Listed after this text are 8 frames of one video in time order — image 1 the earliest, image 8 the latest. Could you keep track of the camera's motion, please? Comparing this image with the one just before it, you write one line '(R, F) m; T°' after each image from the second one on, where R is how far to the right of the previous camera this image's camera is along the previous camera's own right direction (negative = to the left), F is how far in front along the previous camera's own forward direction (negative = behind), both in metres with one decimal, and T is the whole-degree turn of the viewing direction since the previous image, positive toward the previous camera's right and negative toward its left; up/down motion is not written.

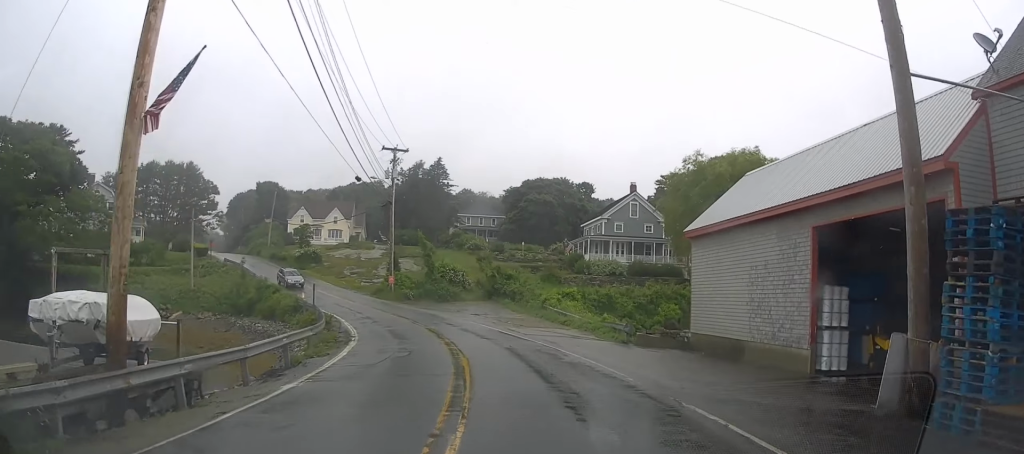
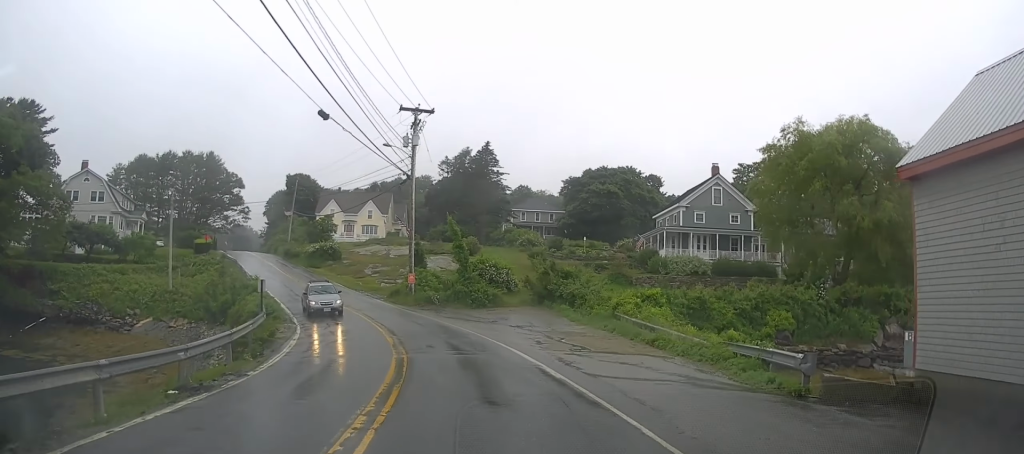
(-0.3, +14.2) m; -6°
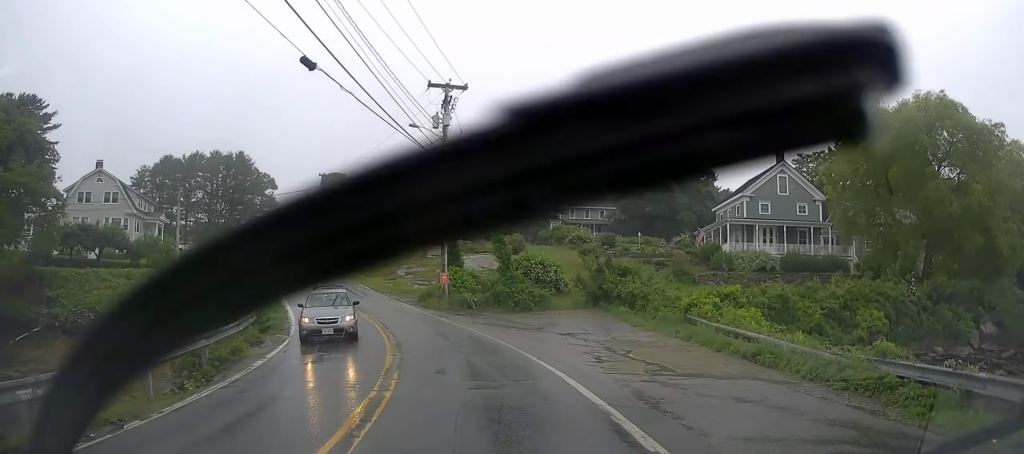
(-0.1, +6.0) m; -4°
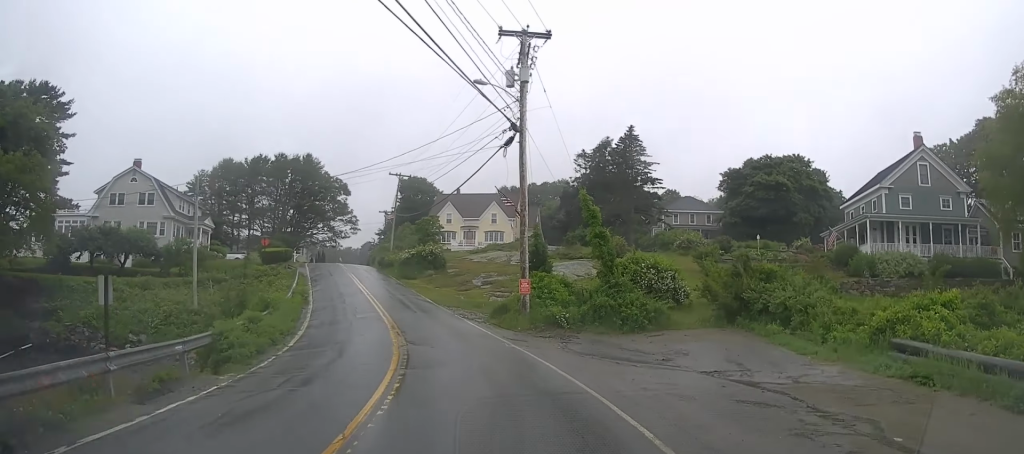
(-0.8, +9.9) m; -8°
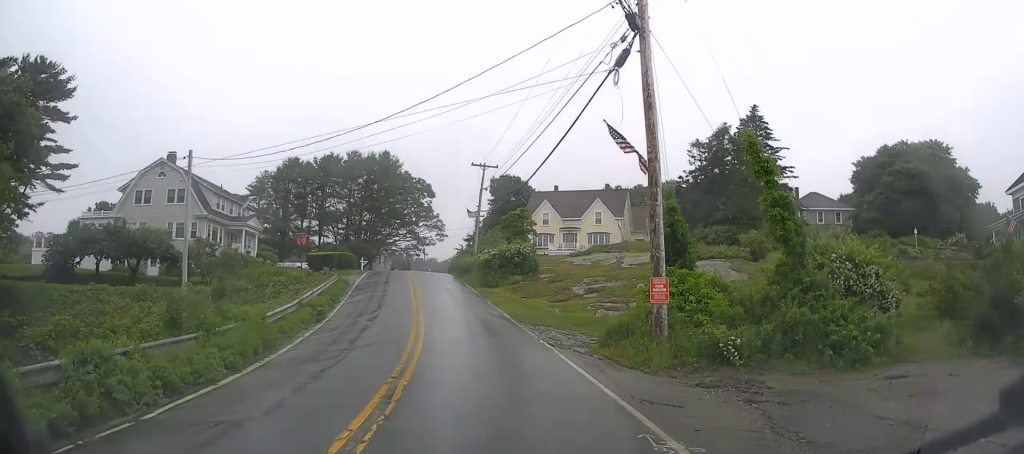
(-0.8, +11.8) m; -10°
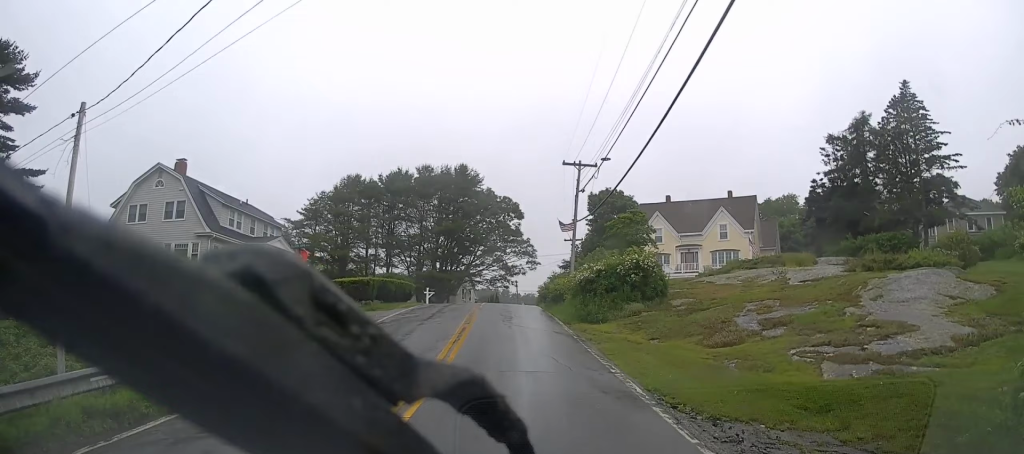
(-1.6, +13.6) m; -8°
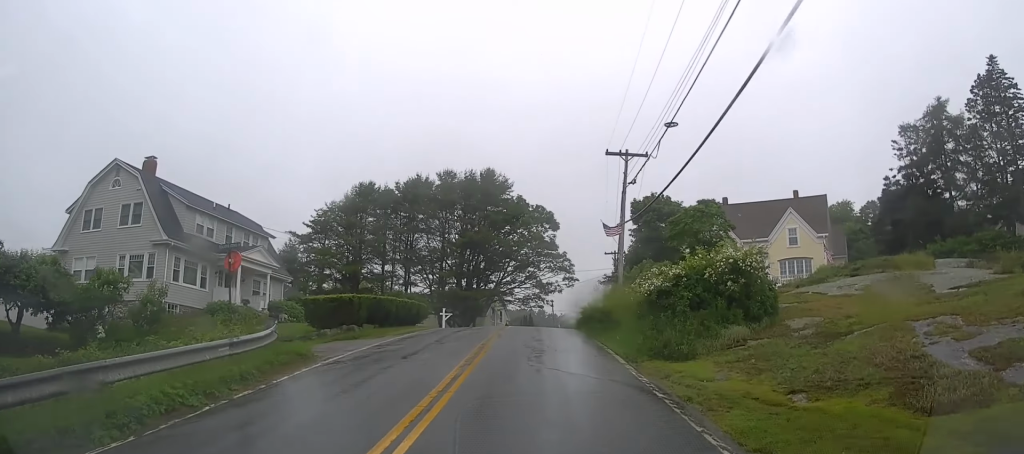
(-0.1, +8.4) m; -2°
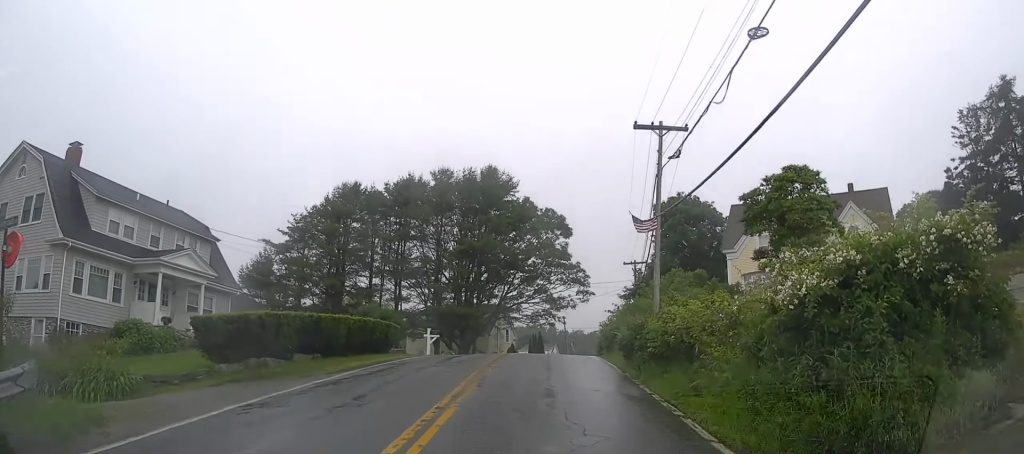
(0.0, +8.6) m; -2°
